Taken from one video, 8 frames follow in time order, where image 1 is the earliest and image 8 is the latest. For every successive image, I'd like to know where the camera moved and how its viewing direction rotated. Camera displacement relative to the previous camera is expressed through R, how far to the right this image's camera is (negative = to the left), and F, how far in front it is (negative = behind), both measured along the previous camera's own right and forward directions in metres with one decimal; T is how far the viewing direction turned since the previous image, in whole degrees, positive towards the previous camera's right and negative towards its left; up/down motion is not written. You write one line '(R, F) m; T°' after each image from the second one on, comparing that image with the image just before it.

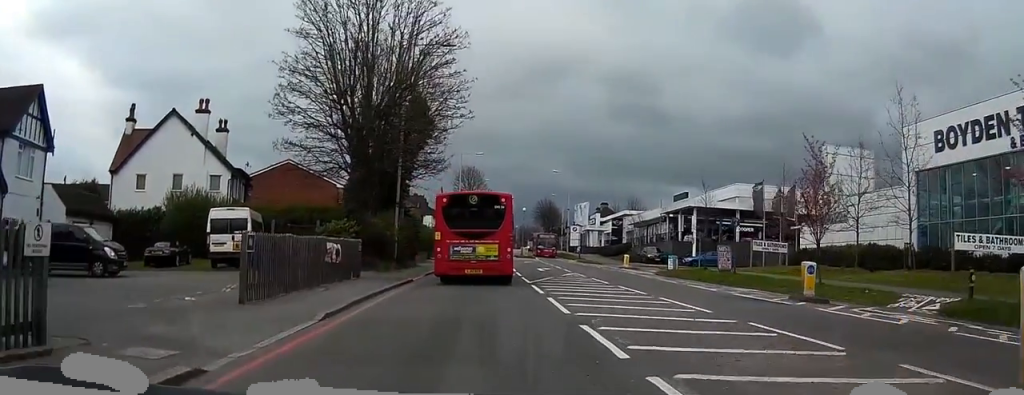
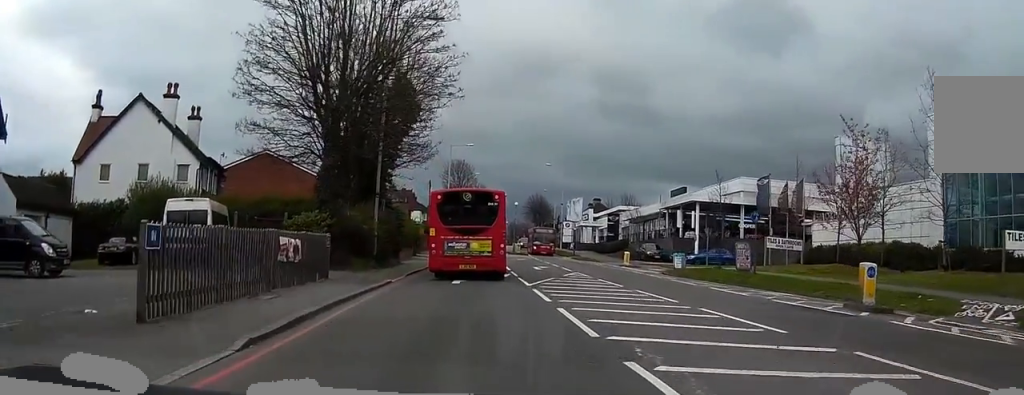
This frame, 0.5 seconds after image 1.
(0.0, +4.0) m; 0°
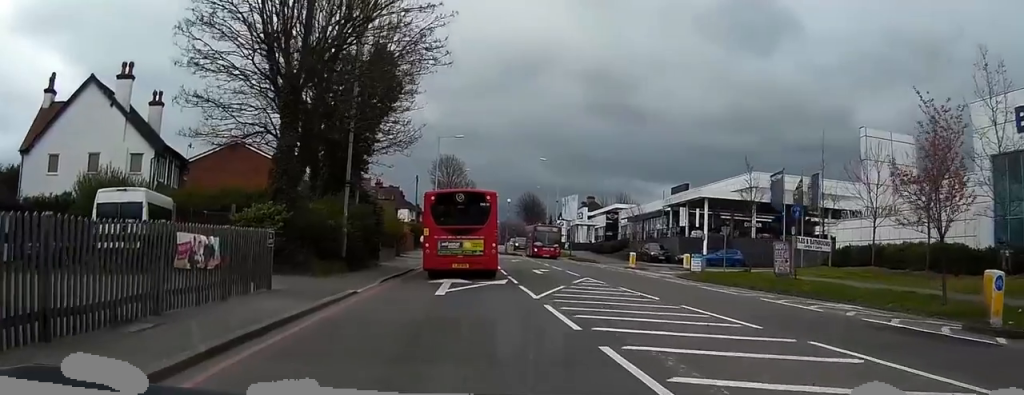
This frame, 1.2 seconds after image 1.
(+0.1, +5.4) m; 0°
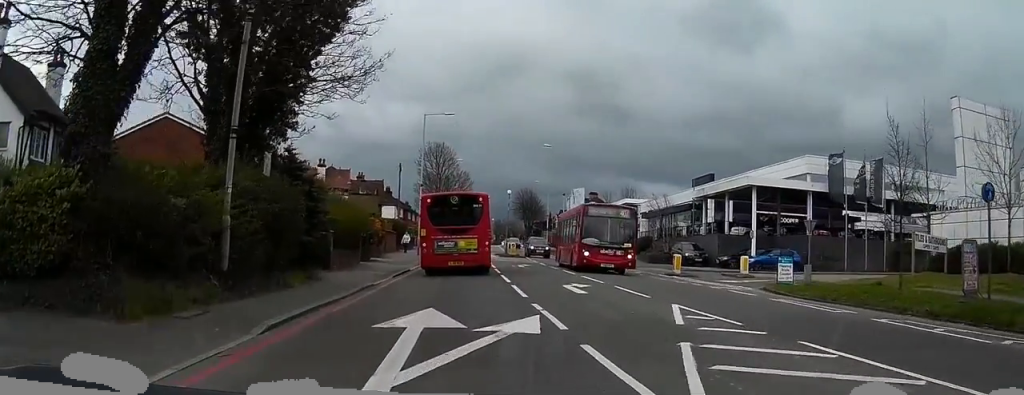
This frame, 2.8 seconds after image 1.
(-0.4, +12.2) m; -2°
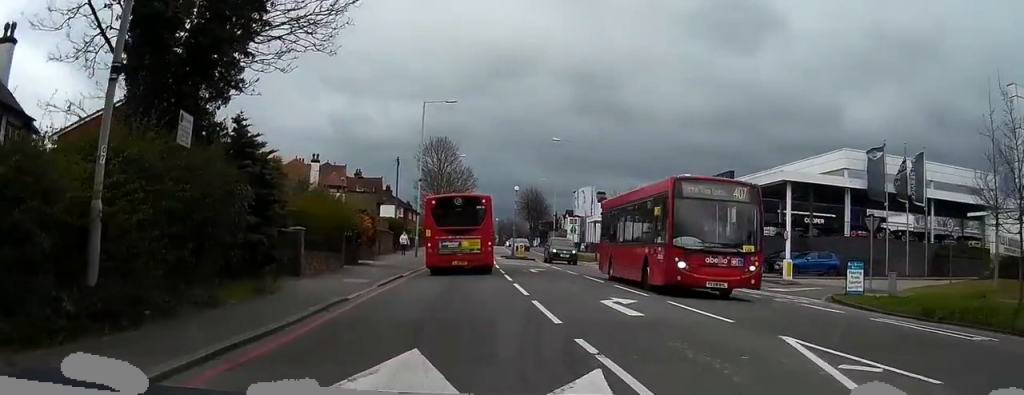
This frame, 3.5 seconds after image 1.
(-0.1, +5.3) m; +1°
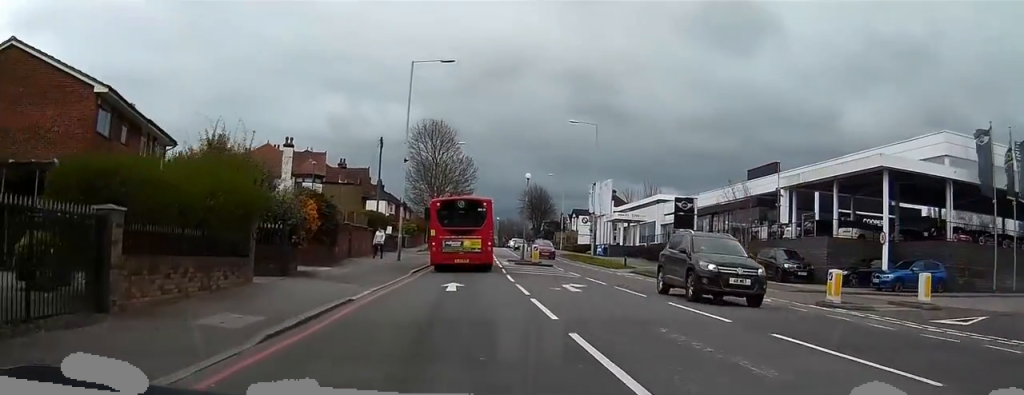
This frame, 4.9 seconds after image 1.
(+0.2, +11.8) m; 0°
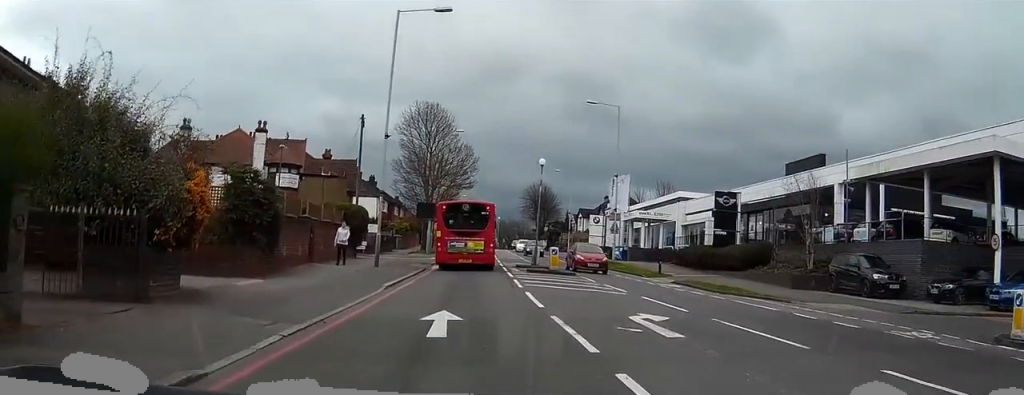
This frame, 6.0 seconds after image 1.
(-0.2, +9.0) m; -1°
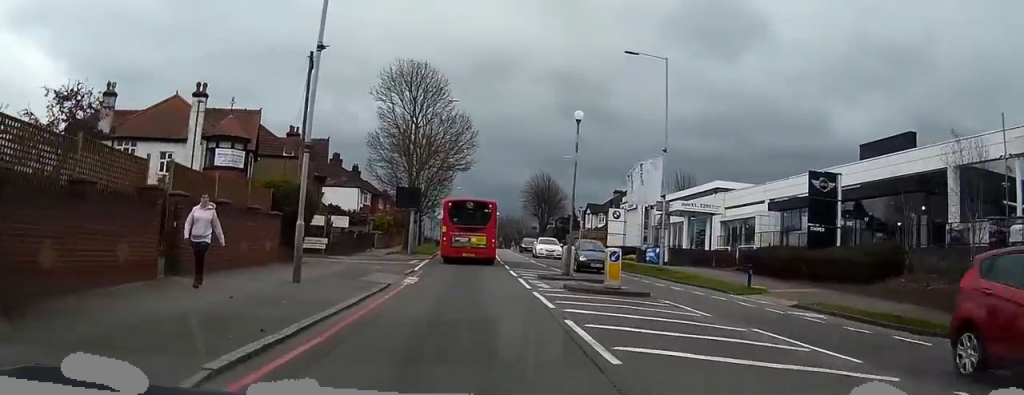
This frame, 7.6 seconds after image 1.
(+0.1, +13.3) m; +1°
